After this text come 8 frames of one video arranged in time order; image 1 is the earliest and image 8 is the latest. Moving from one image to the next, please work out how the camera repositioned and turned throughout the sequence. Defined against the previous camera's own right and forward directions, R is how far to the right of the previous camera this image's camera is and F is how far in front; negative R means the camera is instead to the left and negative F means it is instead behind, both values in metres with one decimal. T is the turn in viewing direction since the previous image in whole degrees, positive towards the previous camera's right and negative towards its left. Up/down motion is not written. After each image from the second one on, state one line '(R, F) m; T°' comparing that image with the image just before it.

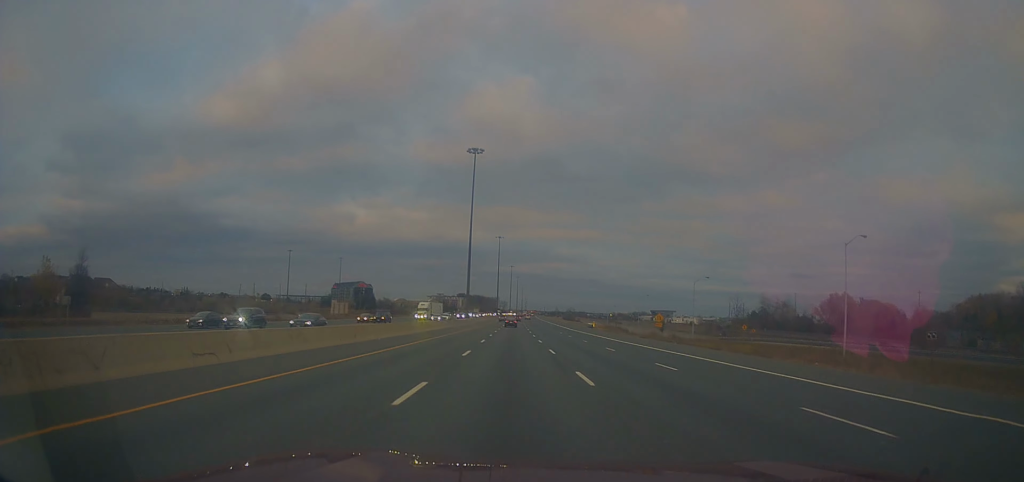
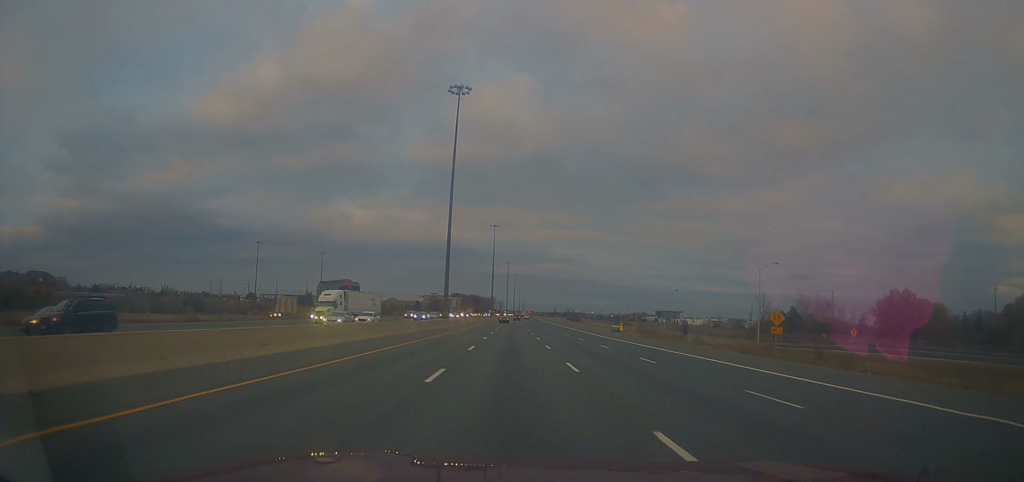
(+0.3, +33.6) m; +1°
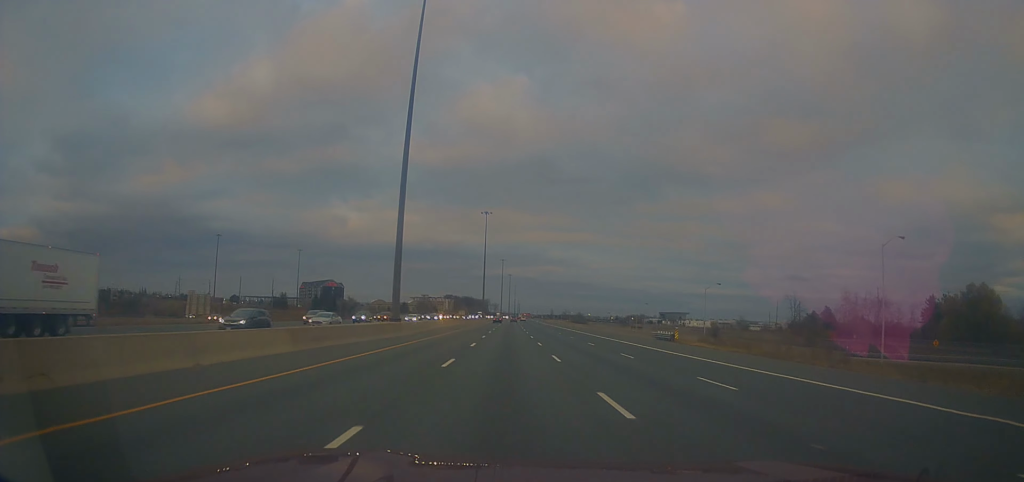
(+0.1, +32.5) m; 0°
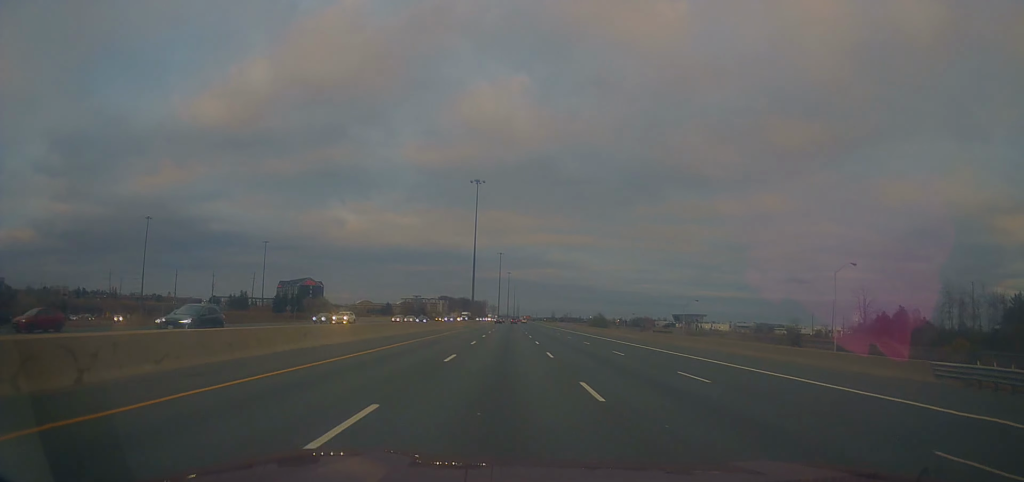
(-0.1, +47.3) m; 0°
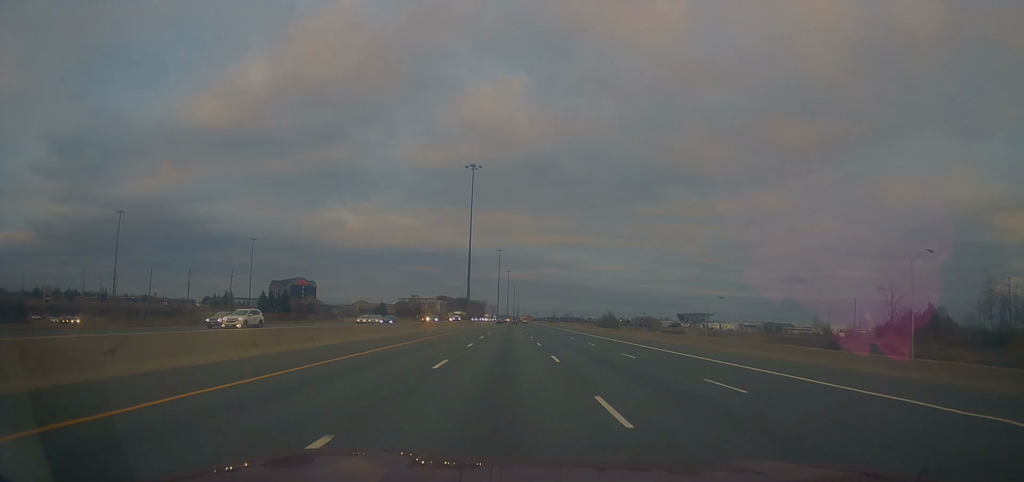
(-0.1, +14.8) m; 0°
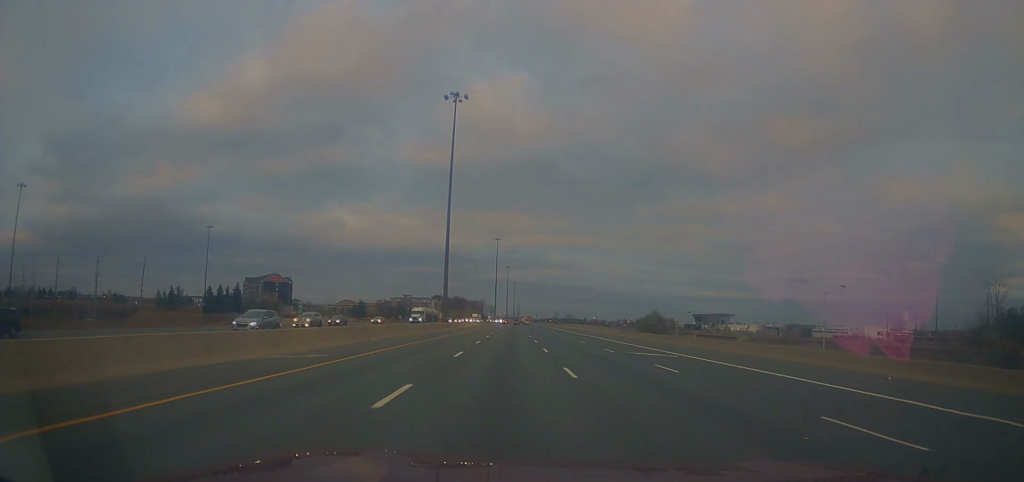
(+0.3, +43.4) m; 0°
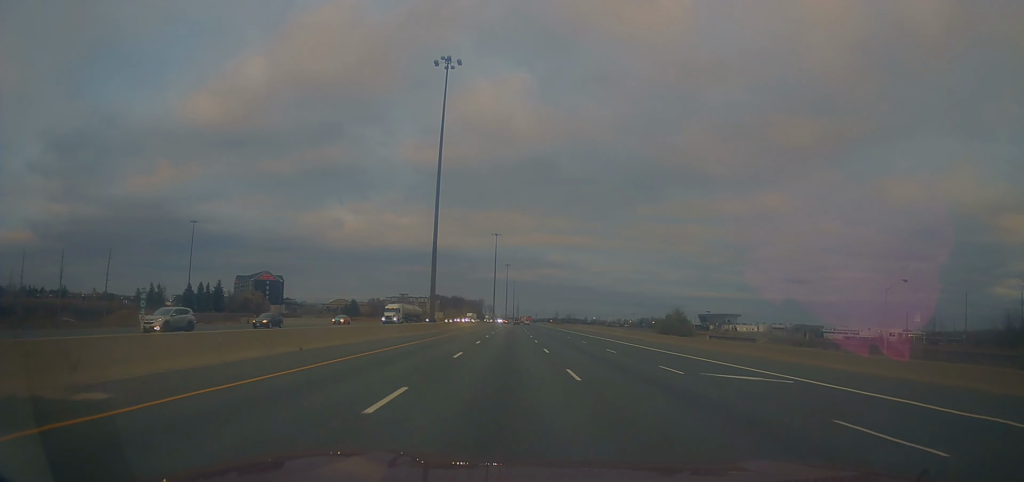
(0.0, +12.9) m; 0°
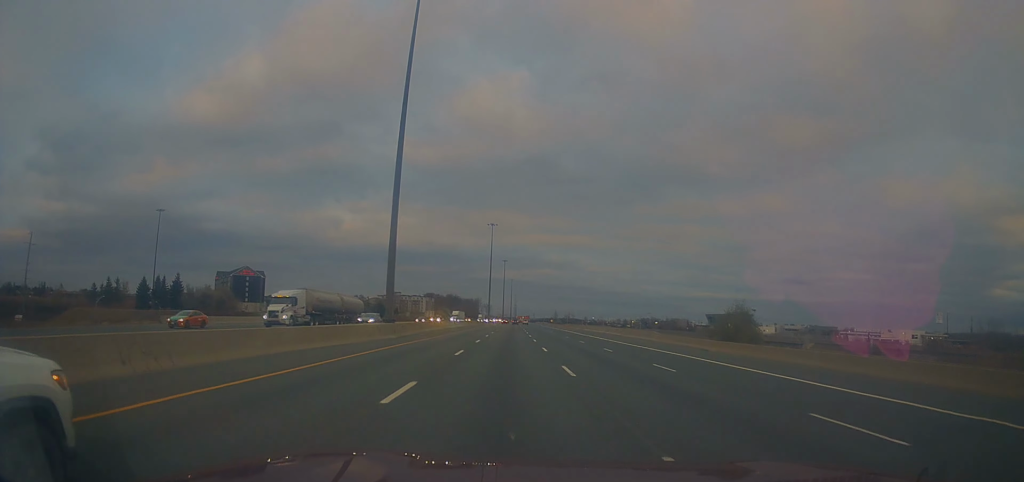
(-0.1, +23.7) m; 0°
